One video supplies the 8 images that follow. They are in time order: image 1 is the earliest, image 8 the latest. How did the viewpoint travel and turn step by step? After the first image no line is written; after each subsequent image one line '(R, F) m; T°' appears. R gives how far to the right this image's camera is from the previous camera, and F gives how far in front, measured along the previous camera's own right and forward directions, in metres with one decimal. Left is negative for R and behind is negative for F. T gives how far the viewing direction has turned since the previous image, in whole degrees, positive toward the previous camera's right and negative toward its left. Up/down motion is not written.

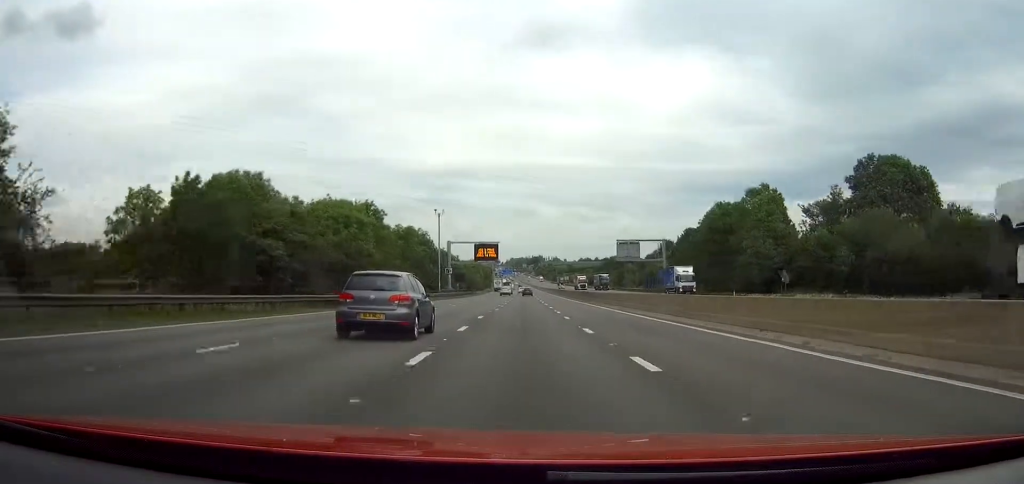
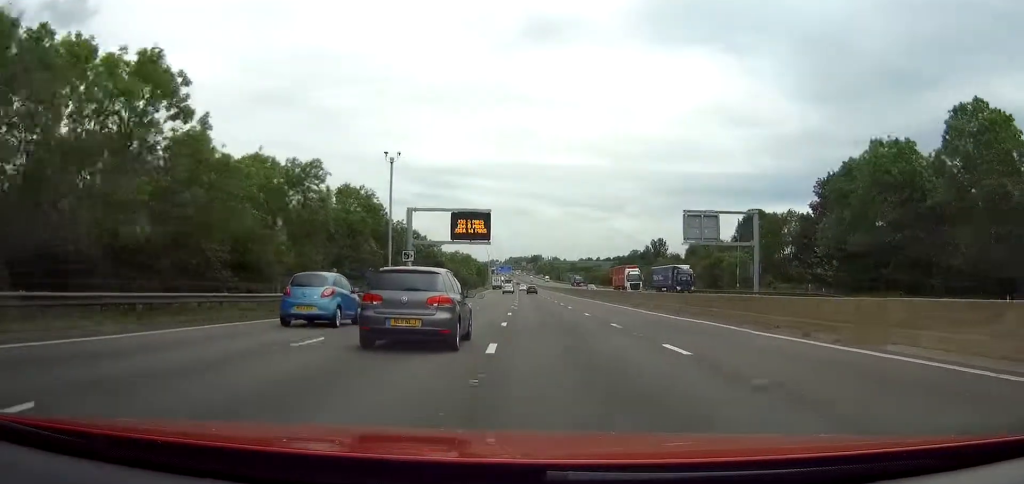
(+0.2, +49.5) m; 0°
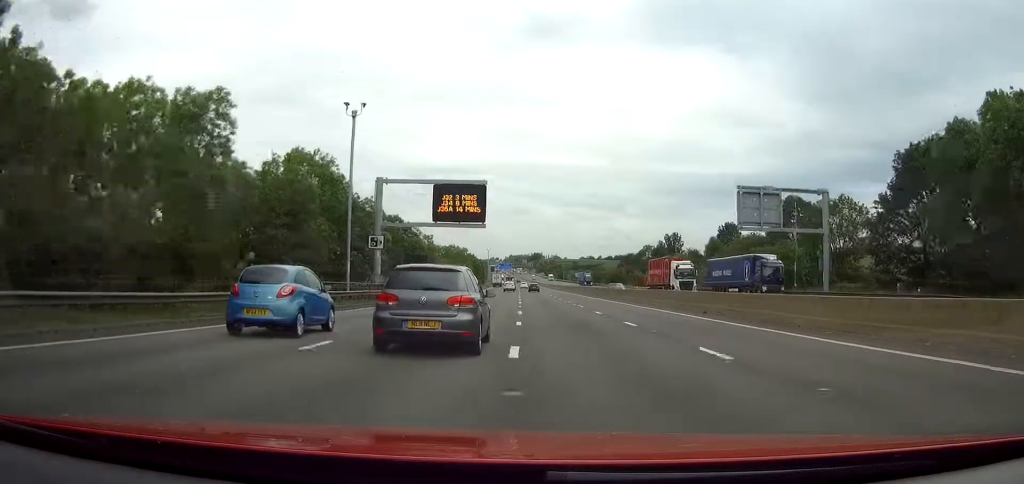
(0.0, +18.9) m; 0°
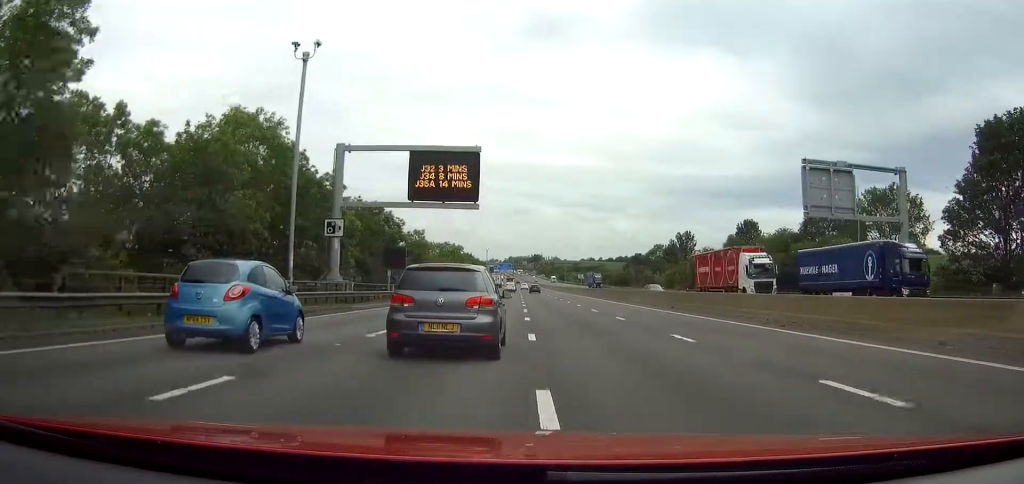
(0.0, +14.3) m; 0°
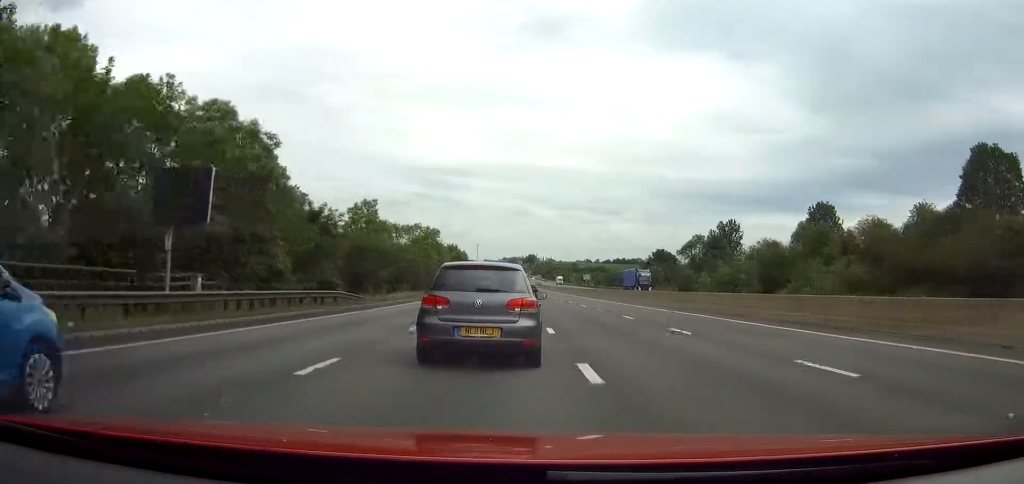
(+0.1, +42.2) m; 0°
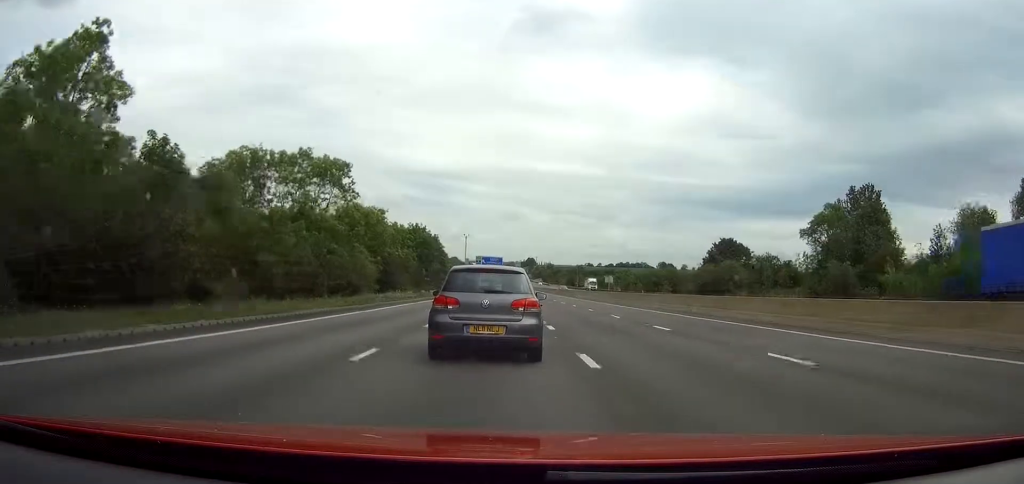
(+0.3, +61.2) m; +1°
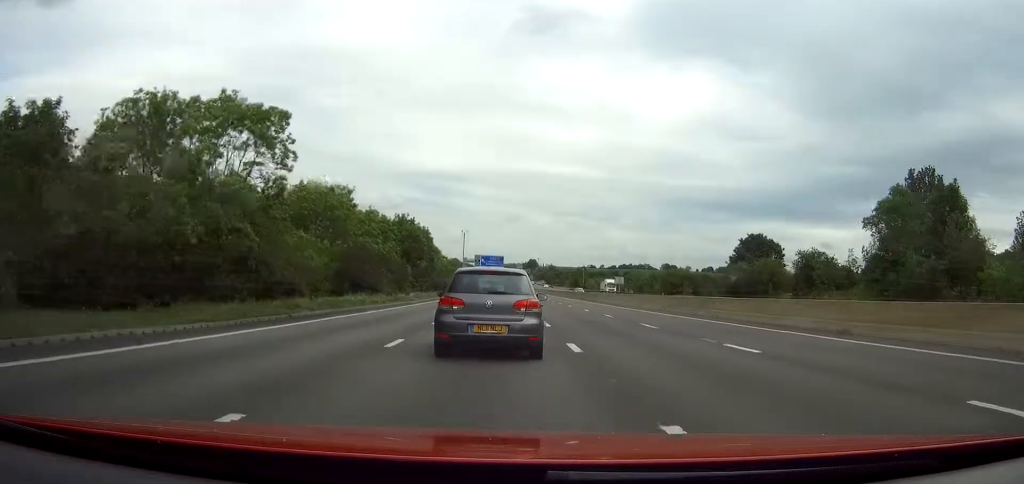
(0.0, +15.3) m; 0°
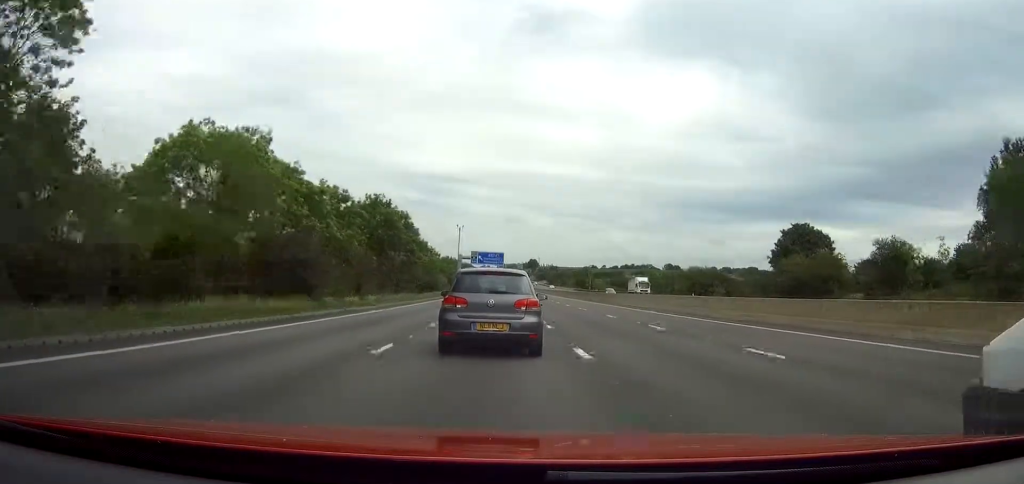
(+0.1, +19.2) m; -1°
